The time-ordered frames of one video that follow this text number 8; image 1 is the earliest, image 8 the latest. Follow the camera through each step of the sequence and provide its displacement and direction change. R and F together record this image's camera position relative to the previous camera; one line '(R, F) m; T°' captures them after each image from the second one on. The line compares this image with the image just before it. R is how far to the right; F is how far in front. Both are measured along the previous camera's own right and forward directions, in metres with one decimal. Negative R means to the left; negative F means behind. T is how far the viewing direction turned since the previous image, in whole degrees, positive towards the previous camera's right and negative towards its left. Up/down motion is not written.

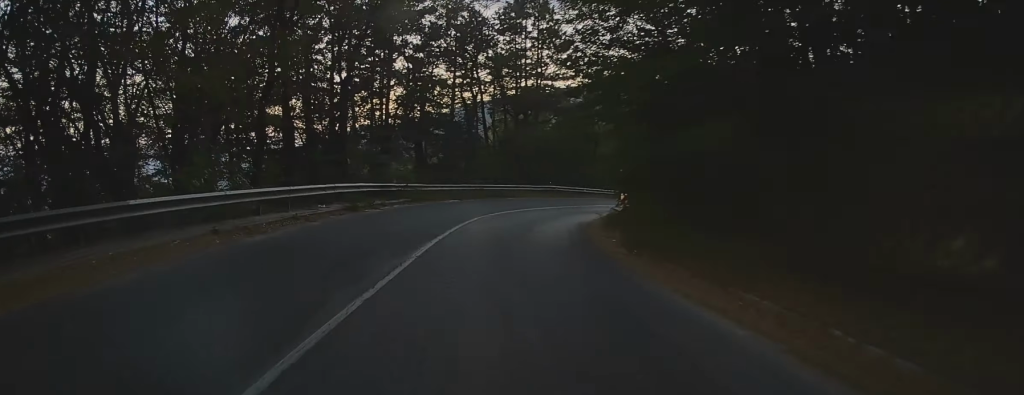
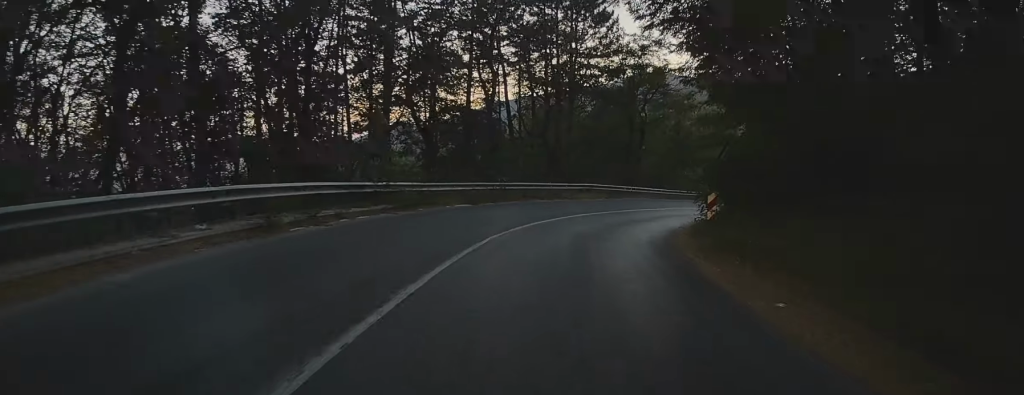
(-0.5, +10.7) m; -2°
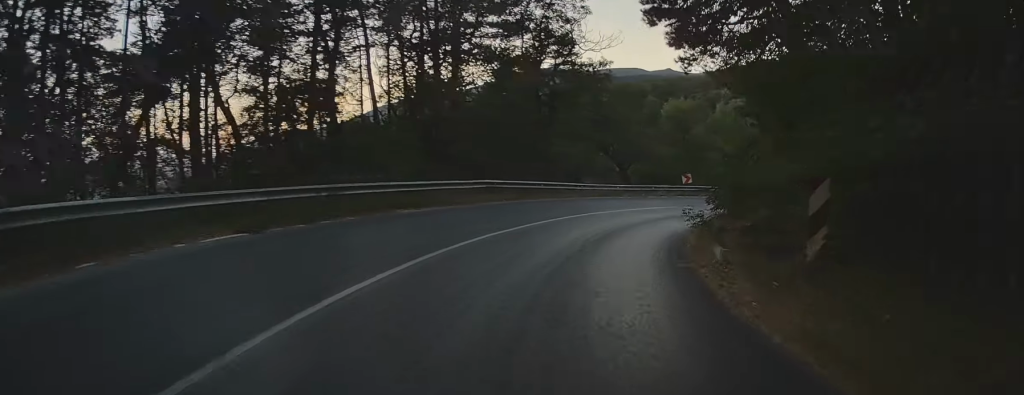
(+0.1, +13.6) m; +4°
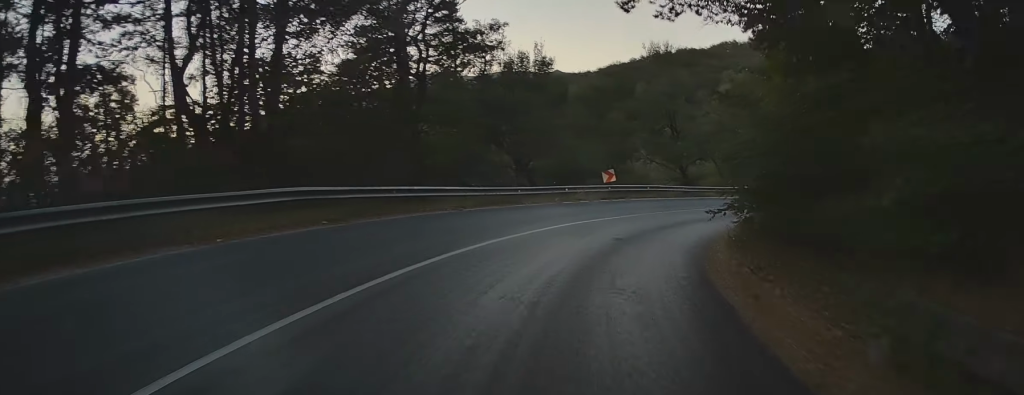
(+0.7, +11.8) m; +10°
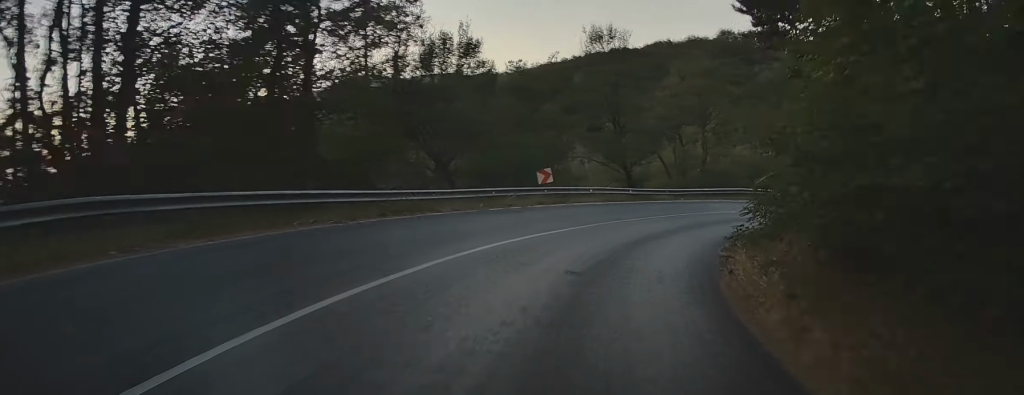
(-0.1, +5.7) m; +6°
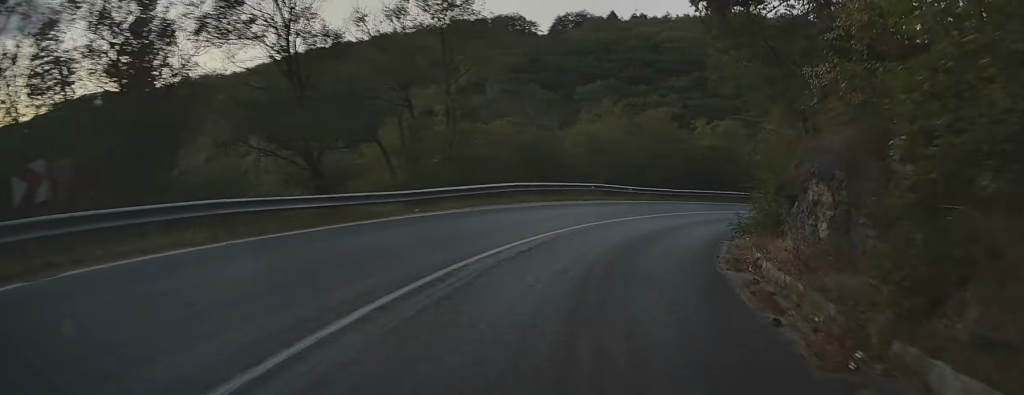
(+4.3, +18.9) m; +22°
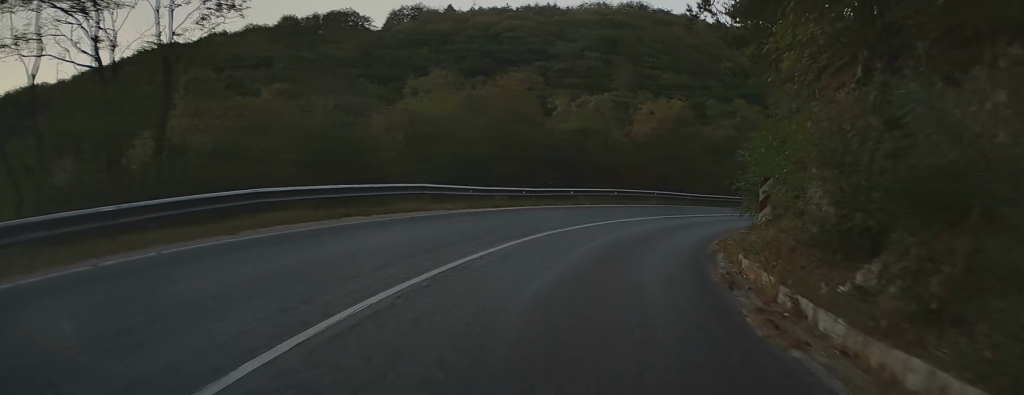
(+1.4, +12.5) m; +14°
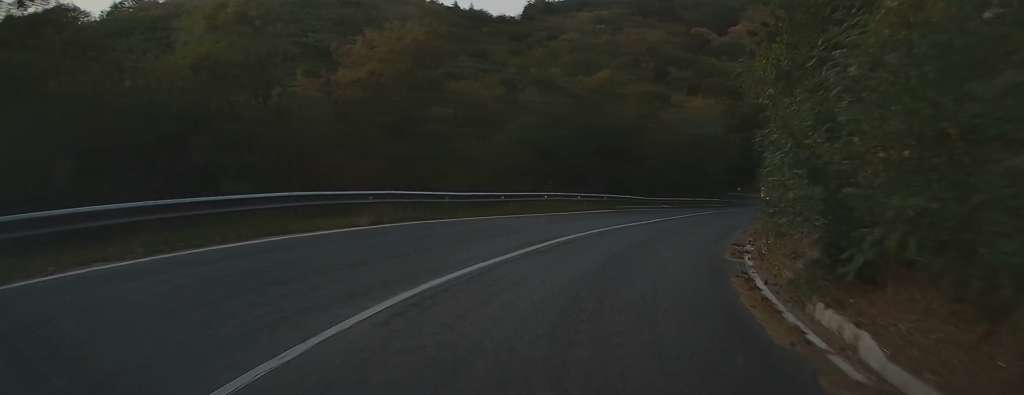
(+4.3, +20.6) m; +23°
